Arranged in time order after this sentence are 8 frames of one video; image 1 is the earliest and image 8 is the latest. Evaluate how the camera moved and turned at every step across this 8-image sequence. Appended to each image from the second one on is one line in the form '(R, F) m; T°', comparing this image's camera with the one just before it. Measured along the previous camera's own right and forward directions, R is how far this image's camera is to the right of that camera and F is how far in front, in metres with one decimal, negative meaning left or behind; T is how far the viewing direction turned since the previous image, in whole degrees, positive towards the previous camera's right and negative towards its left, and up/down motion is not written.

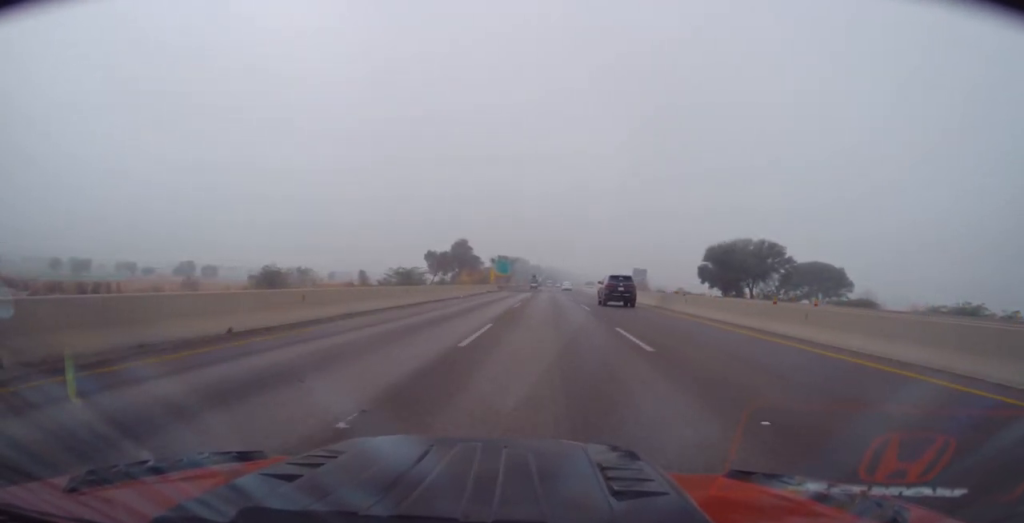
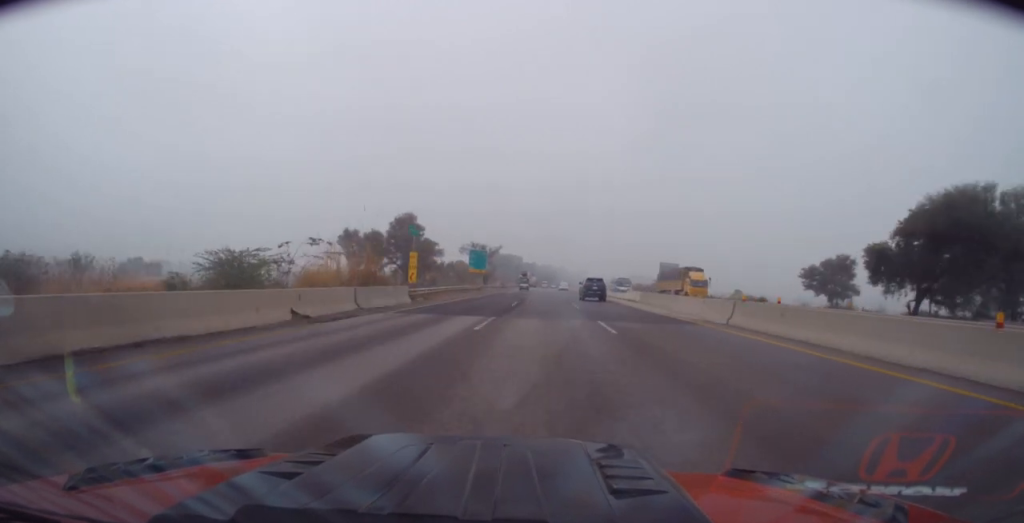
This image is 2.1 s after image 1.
(0.0, +49.8) m; 0°
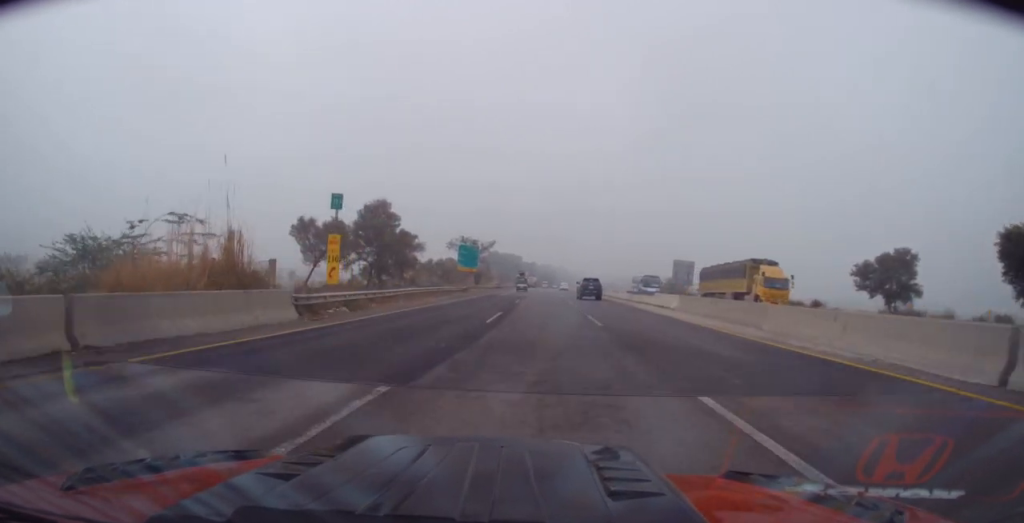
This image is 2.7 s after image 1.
(0.0, +14.4) m; -1°
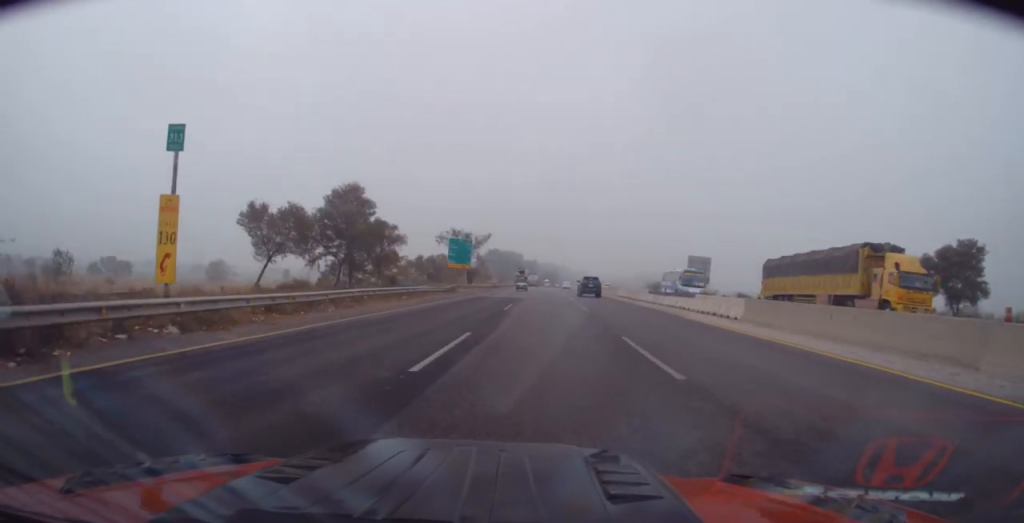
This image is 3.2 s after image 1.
(0.0, +11.2) m; 0°
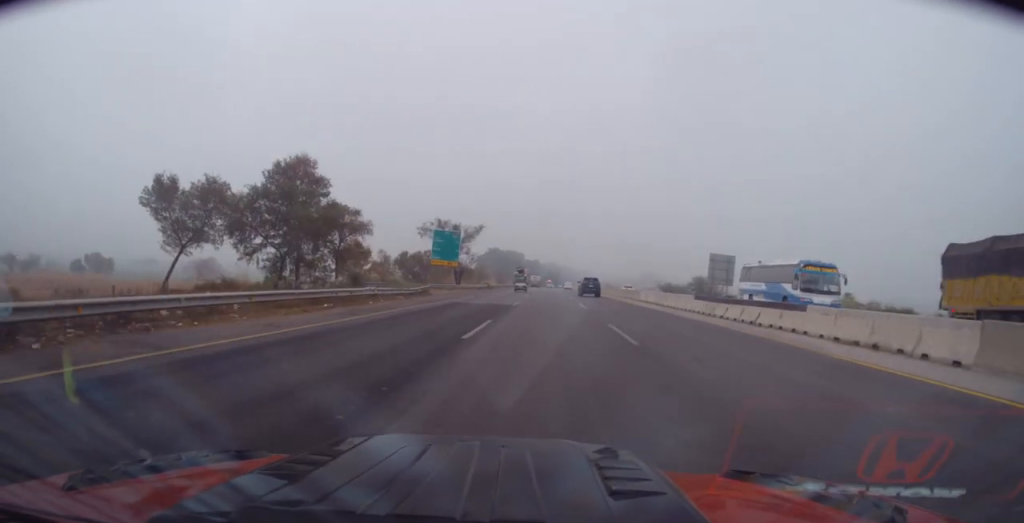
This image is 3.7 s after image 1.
(-0.2, +13.7) m; 0°
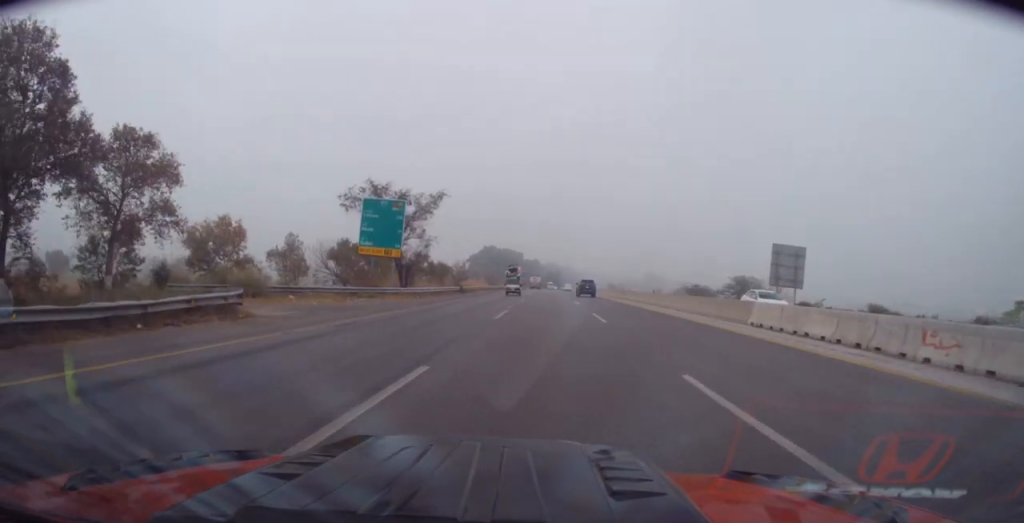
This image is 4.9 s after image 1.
(+0.2, +28.3) m; +1°
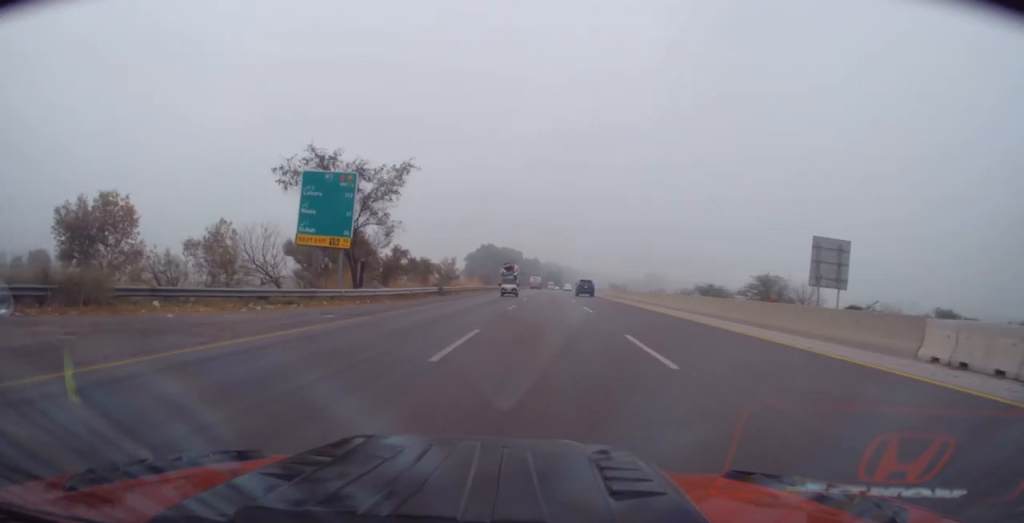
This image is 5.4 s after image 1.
(0.0, +11.3) m; 0°
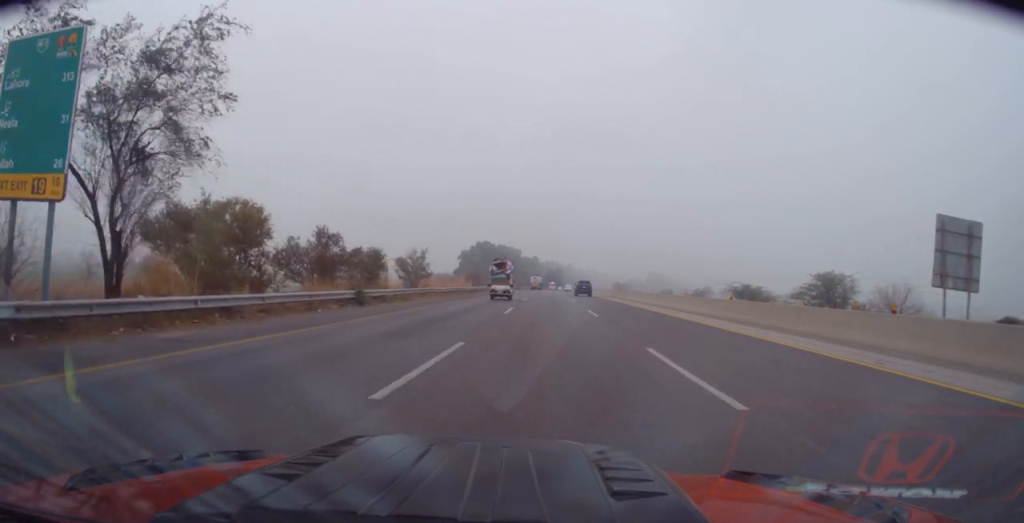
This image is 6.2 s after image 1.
(0.0, +21.1) m; 0°
